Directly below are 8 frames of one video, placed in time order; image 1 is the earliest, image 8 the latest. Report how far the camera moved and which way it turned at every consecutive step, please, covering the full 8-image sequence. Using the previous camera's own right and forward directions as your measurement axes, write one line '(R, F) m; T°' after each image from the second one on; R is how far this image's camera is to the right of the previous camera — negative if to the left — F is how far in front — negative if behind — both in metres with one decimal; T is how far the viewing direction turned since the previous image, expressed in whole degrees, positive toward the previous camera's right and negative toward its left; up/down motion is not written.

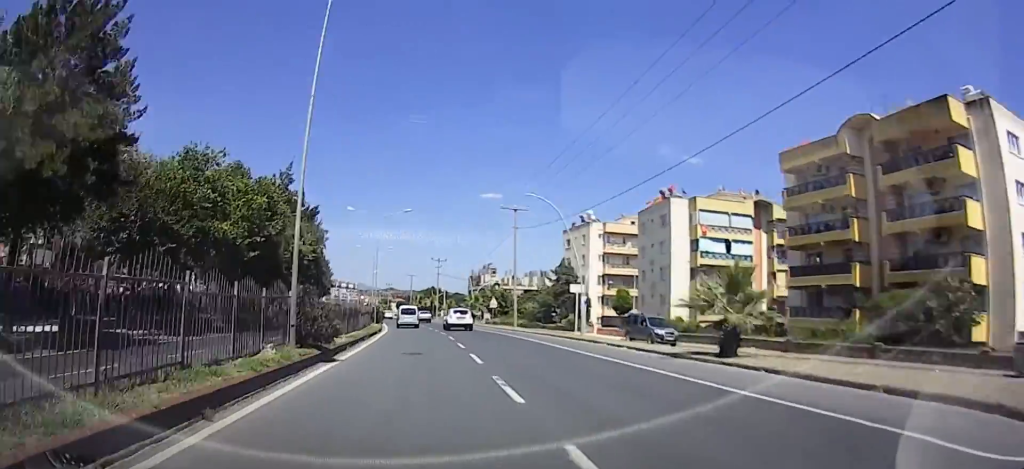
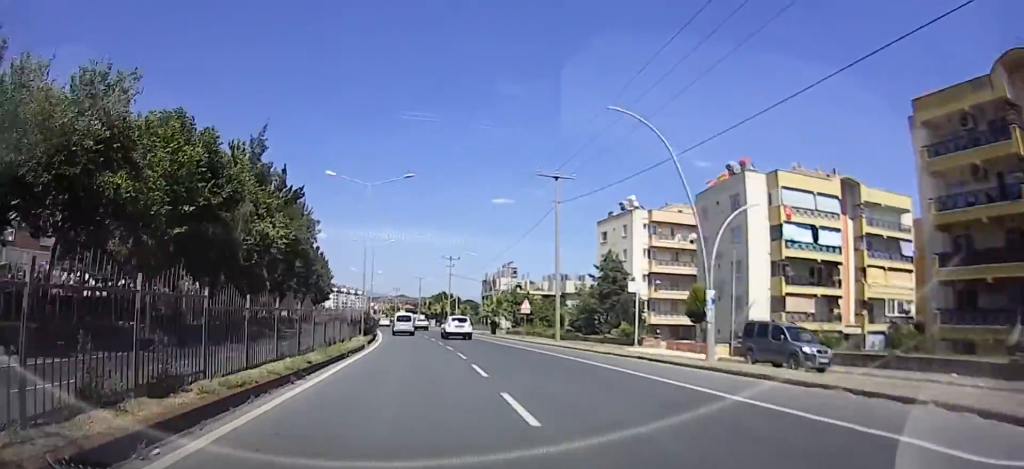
(0.0, +9.0) m; 0°
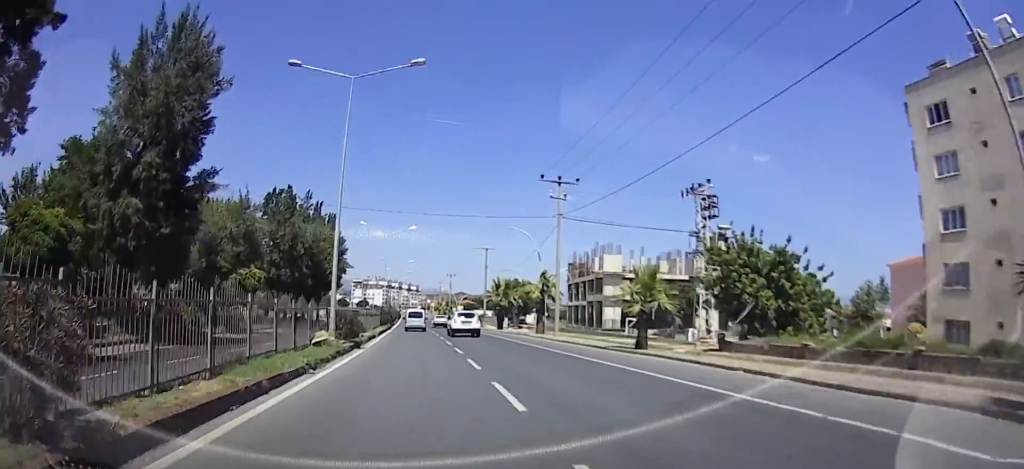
(0.0, +33.3) m; 0°
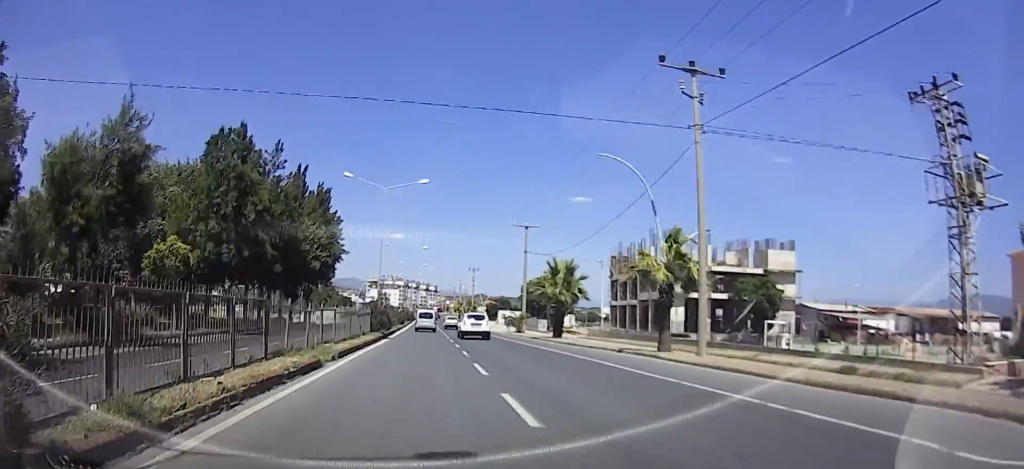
(0.0, +14.2) m; 0°
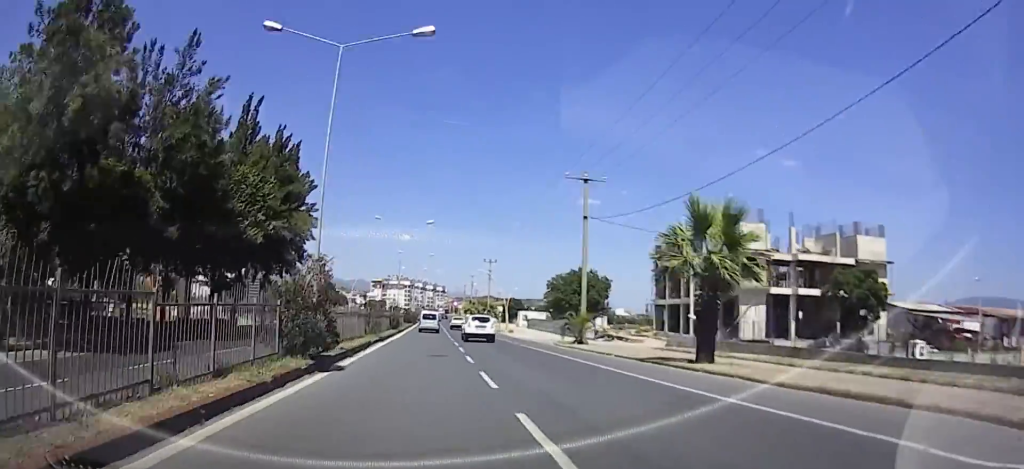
(0.0, +15.0) m; 0°
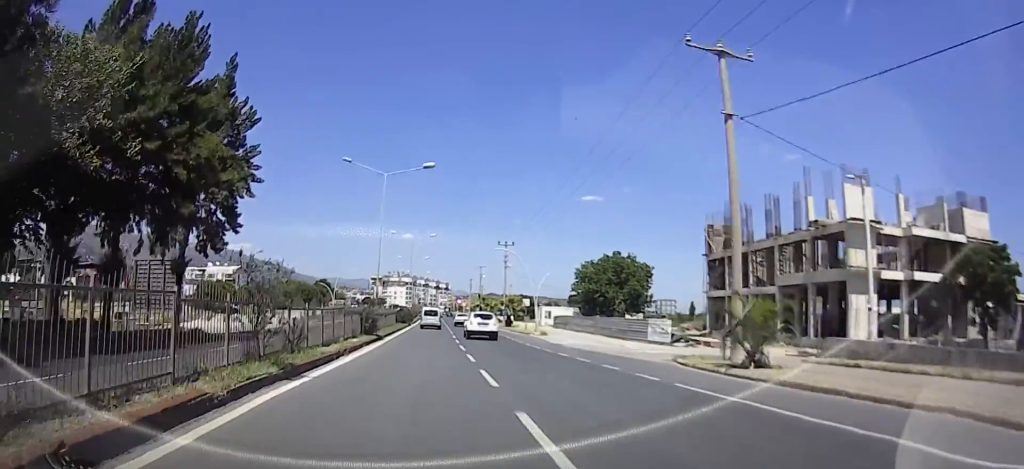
(0.0, +14.2) m; 0°
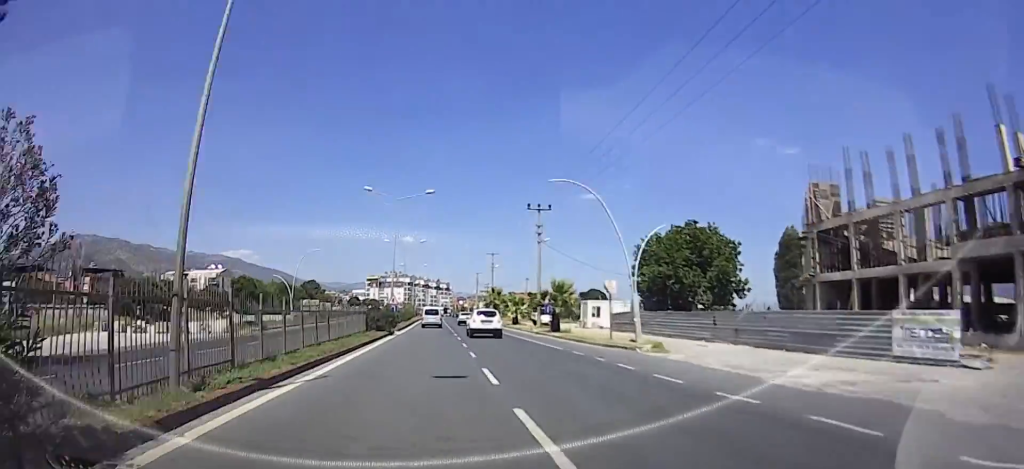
(0.0, +19.5) m; 0°
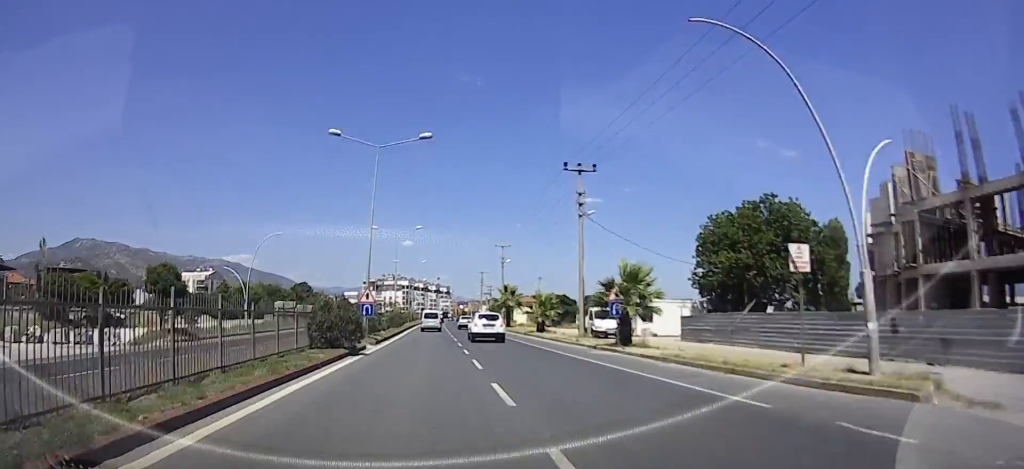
(0.0, +11.8) m; 0°
